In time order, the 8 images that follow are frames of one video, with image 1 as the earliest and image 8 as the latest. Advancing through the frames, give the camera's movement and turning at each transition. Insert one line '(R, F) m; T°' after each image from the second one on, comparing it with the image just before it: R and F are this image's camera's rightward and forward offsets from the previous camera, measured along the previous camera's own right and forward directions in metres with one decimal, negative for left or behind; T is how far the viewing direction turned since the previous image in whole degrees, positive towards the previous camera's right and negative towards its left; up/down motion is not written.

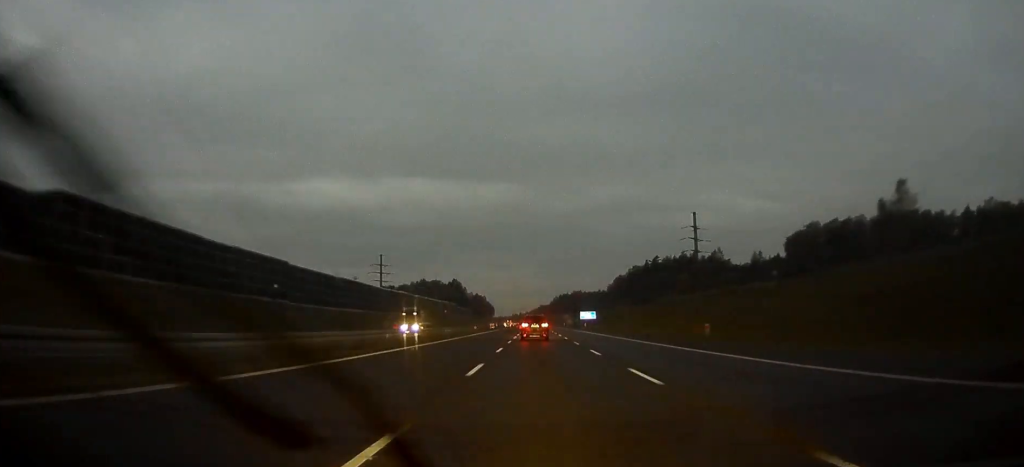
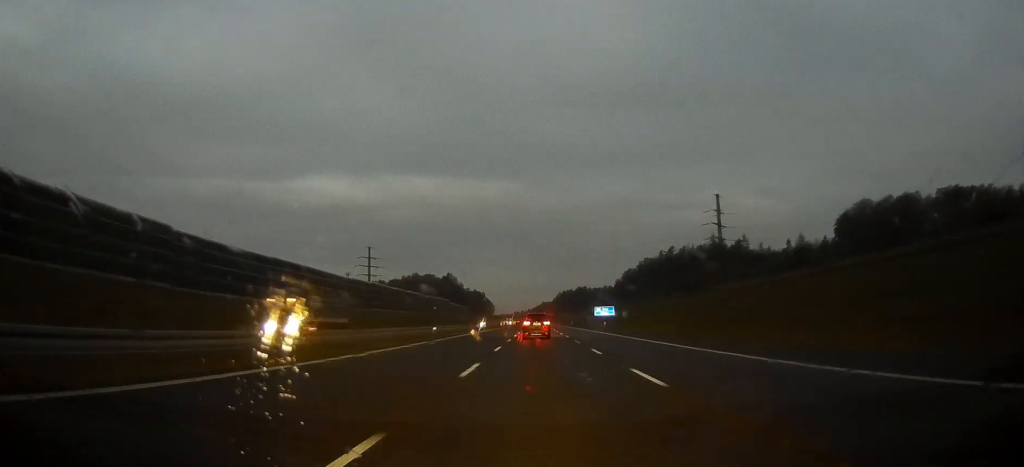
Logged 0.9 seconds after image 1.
(-0.1, +36.8) m; 0°
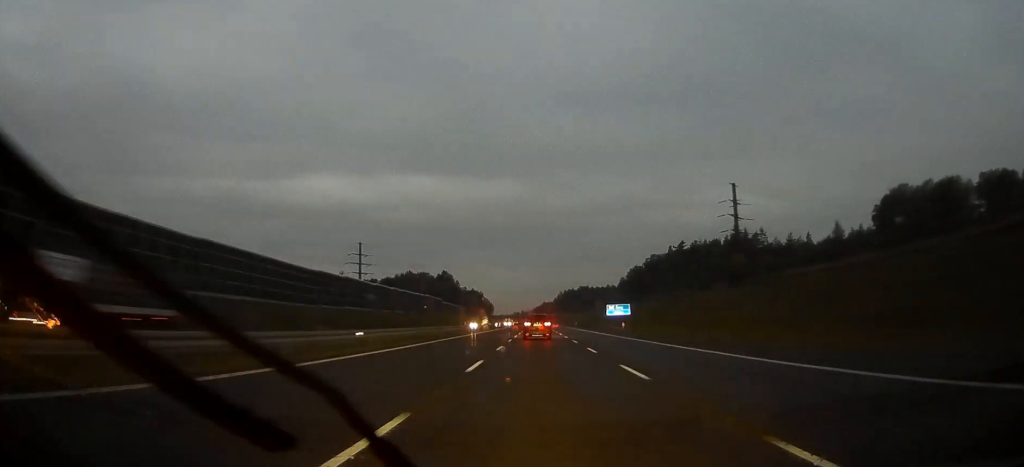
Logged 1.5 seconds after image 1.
(-0.1, +22.3) m; 0°
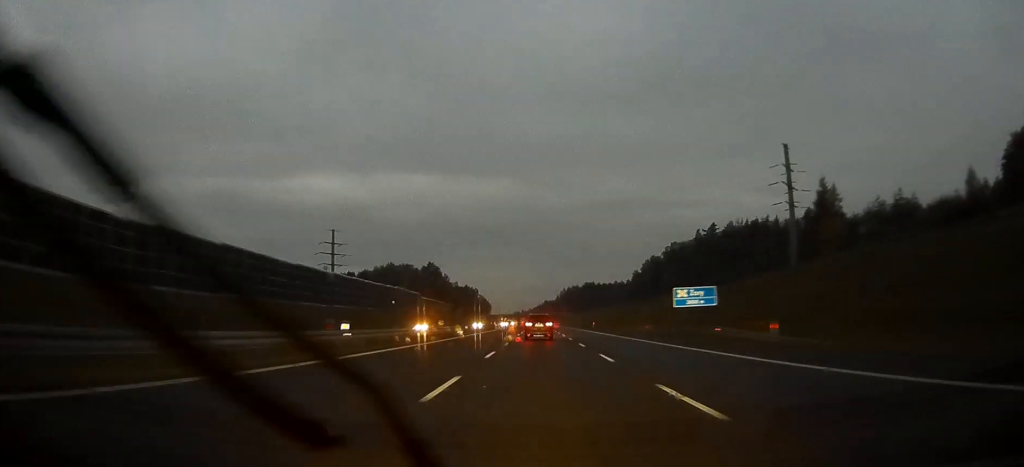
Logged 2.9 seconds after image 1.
(0.0, +54.0) m; 0°
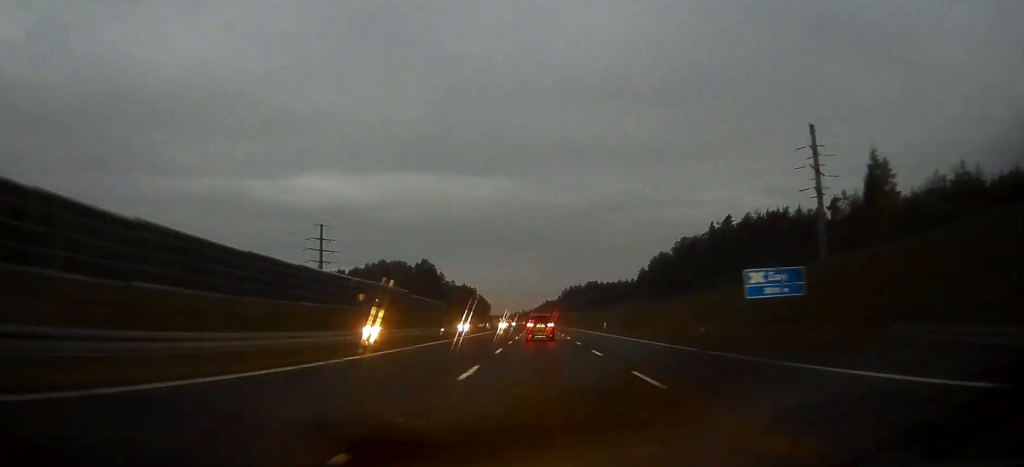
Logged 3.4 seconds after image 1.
(0.0, +19.8) m; 0°
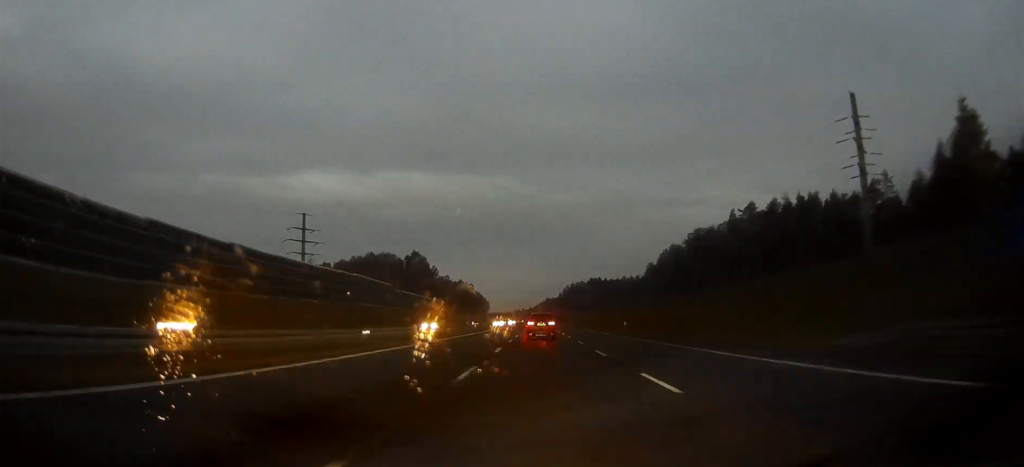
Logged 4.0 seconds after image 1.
(0.0, +25.1) m; 0°
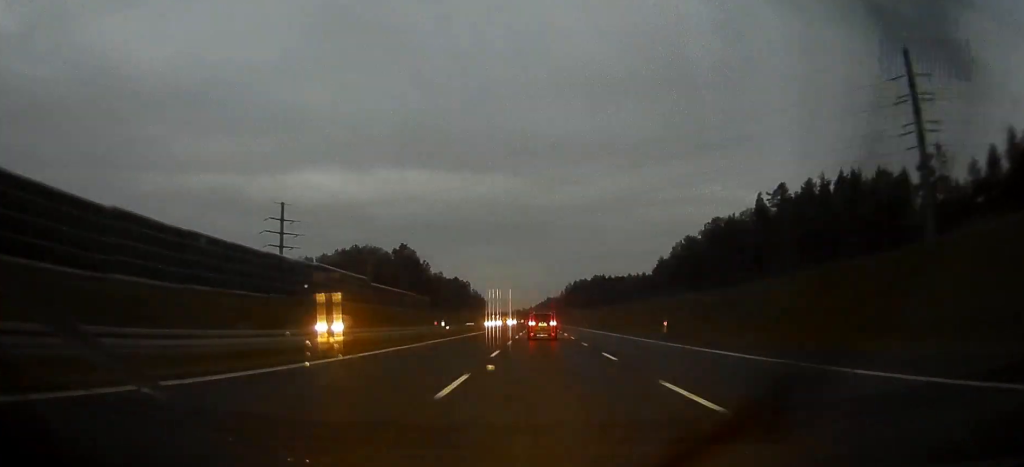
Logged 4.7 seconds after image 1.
(0.0, +26.5) m; 0°
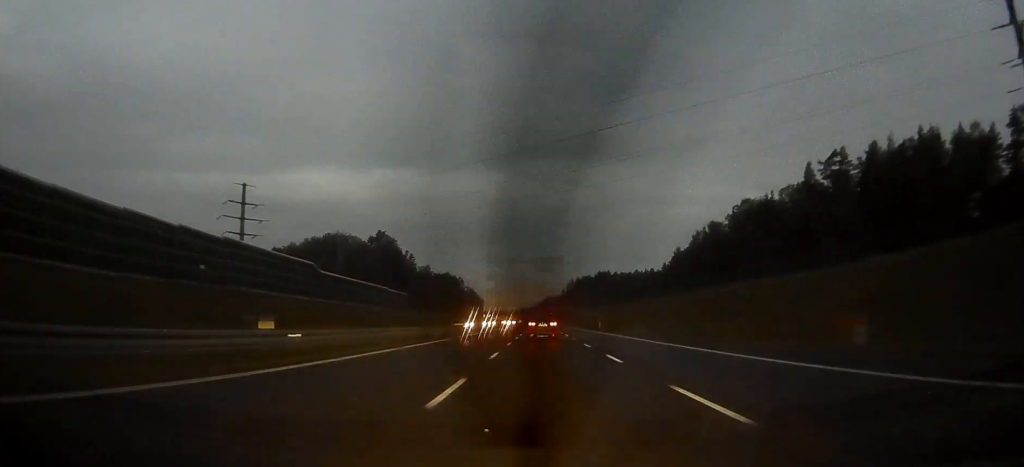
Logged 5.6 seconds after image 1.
(+0.1, +37.1) m; 0°
